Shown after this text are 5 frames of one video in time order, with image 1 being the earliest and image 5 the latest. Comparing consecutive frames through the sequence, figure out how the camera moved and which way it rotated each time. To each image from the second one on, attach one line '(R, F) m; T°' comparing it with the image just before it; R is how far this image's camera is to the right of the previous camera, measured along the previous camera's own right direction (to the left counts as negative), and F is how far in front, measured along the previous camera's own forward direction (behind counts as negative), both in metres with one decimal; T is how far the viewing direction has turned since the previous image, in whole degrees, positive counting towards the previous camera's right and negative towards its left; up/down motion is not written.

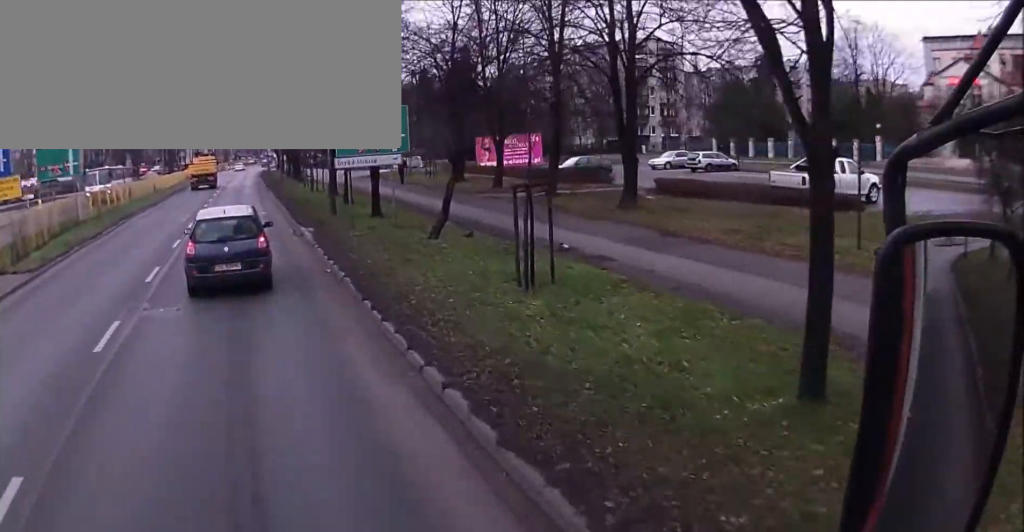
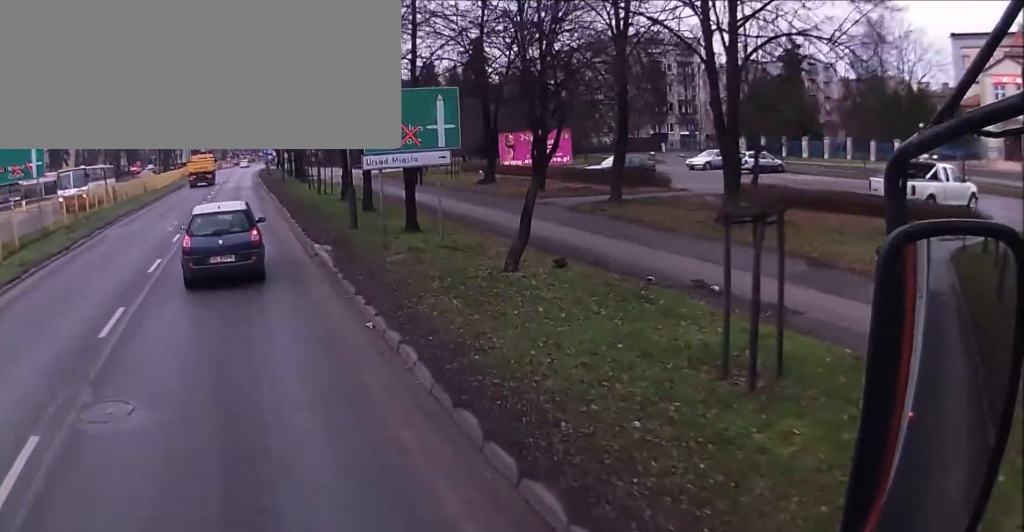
(+0.1, +6.4) m; 0°
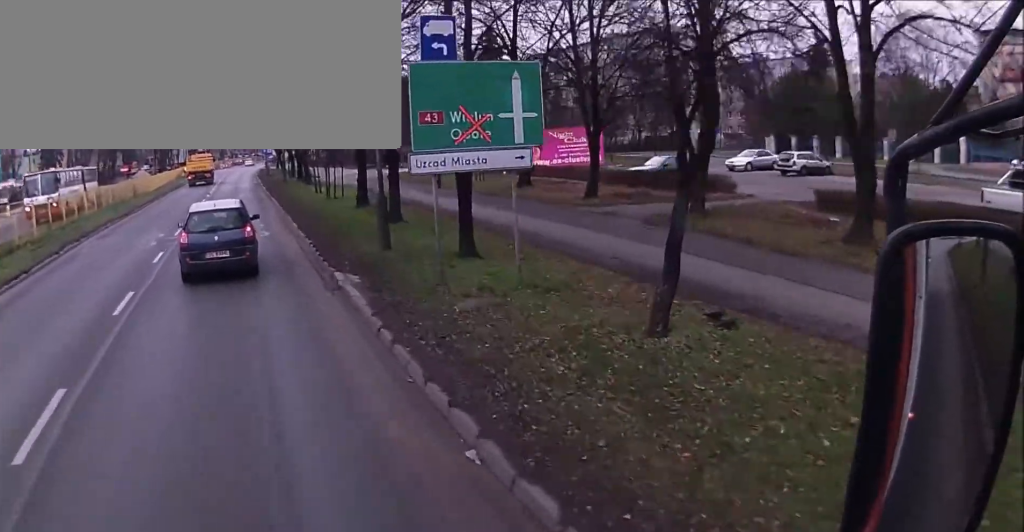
(0.0, +5.6) m; 0°
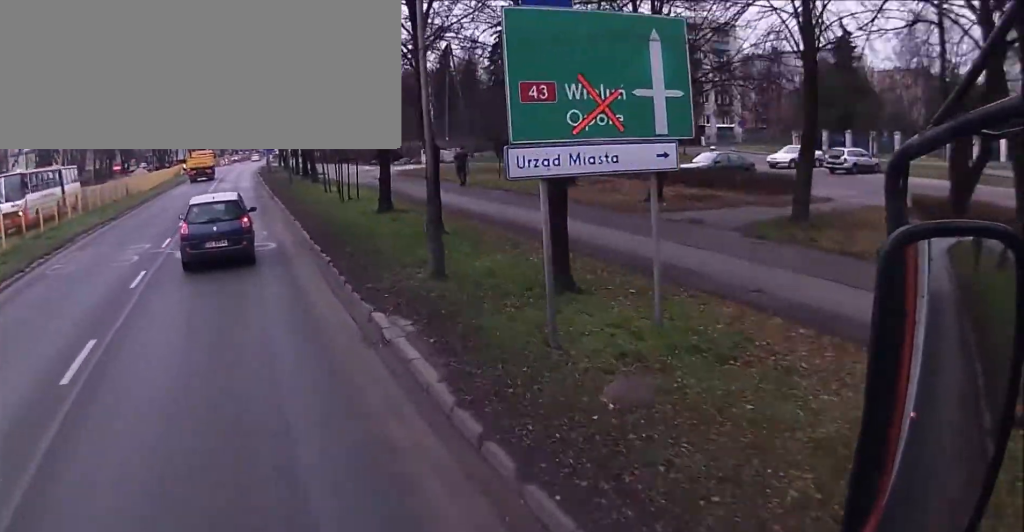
(-0.1, +4.9) m; 0°
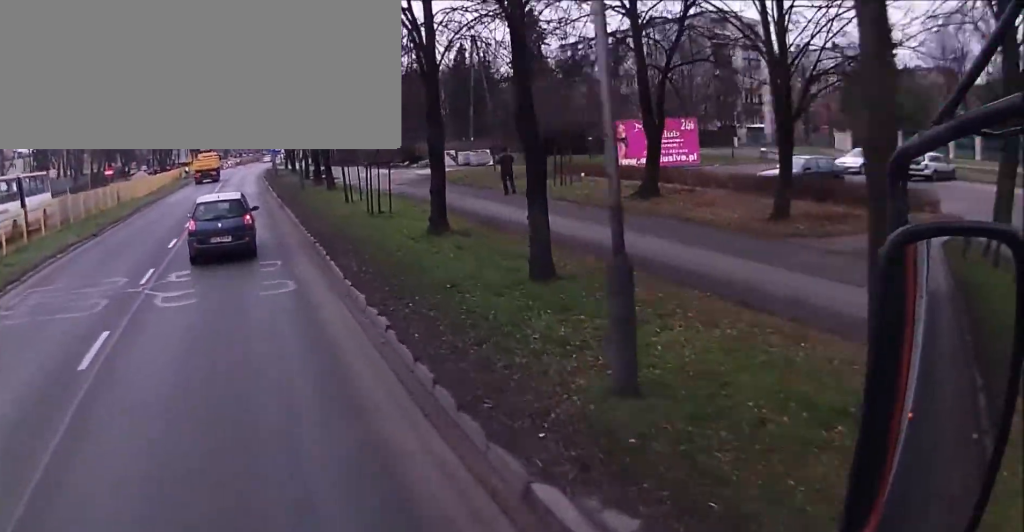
(+0.1, +6.5) m; 0°
